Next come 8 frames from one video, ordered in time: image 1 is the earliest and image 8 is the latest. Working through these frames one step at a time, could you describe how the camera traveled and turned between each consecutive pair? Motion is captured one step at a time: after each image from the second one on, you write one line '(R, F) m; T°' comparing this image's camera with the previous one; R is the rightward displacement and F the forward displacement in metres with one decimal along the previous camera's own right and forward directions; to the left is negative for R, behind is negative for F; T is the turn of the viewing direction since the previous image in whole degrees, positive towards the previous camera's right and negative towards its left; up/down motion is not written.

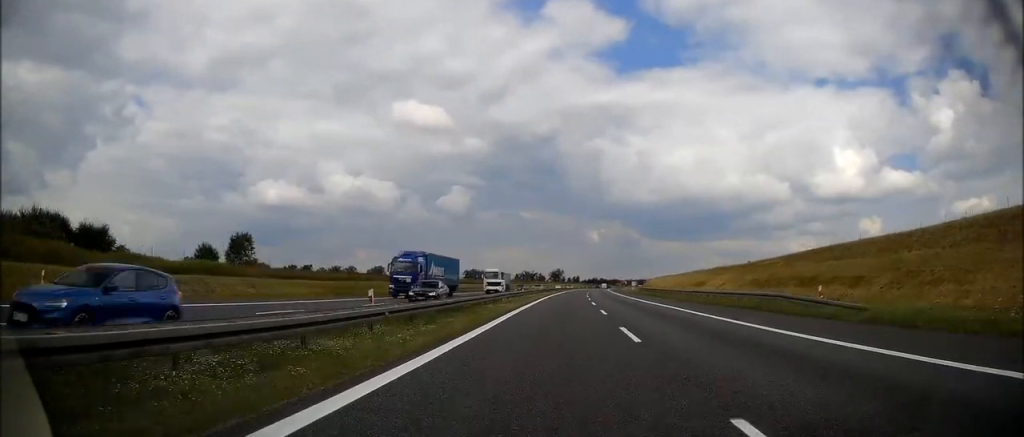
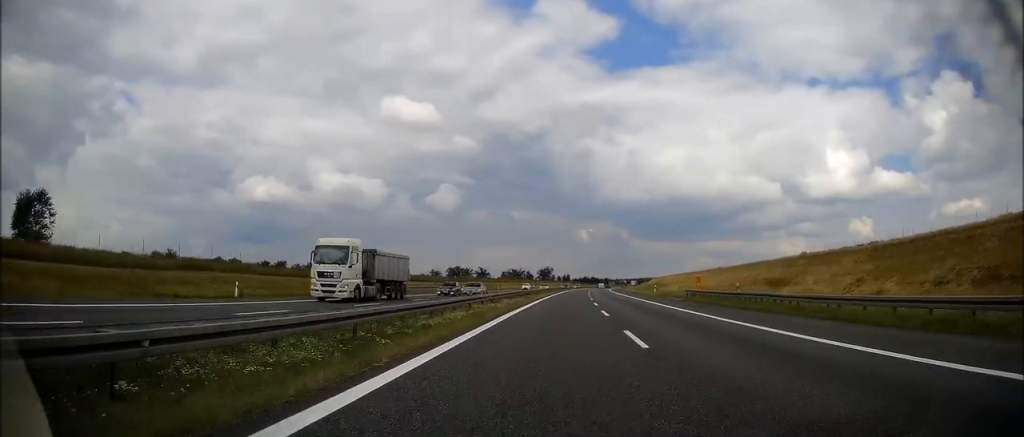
(+0.4, +37.3) m; +1°
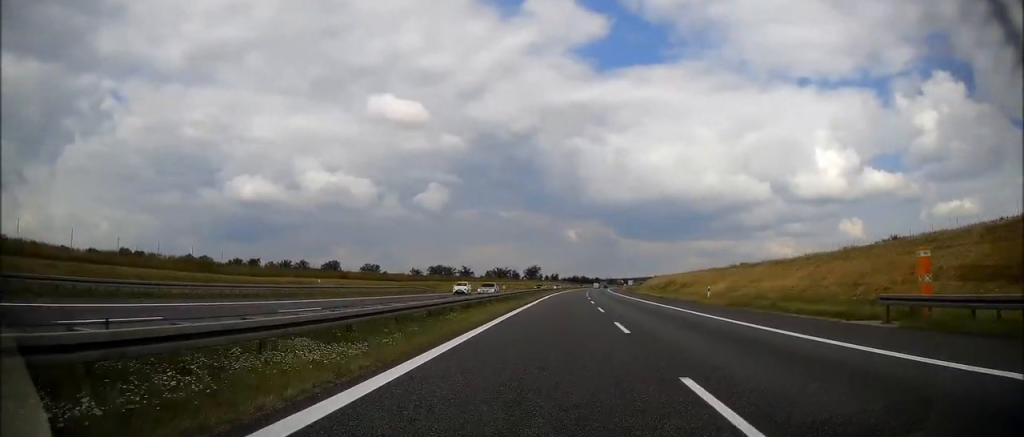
(+0.1, +32.4) m; +1°
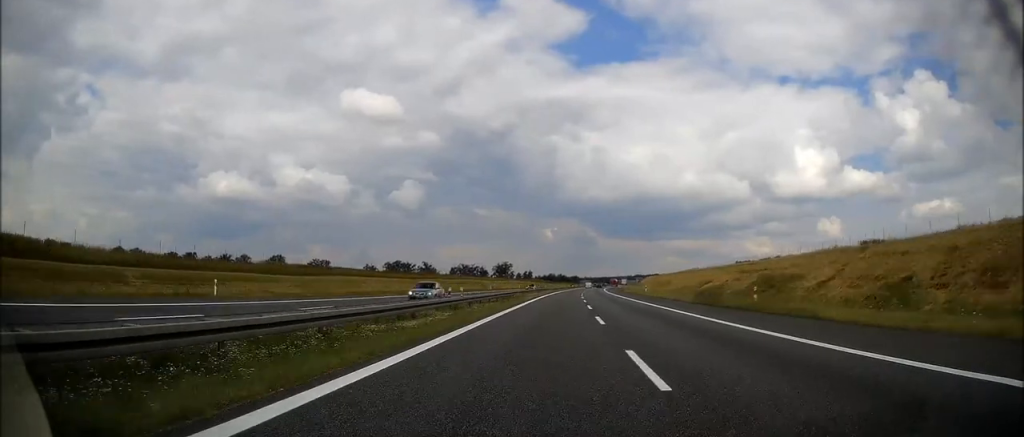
(+1.7, +68.5) m; +2°
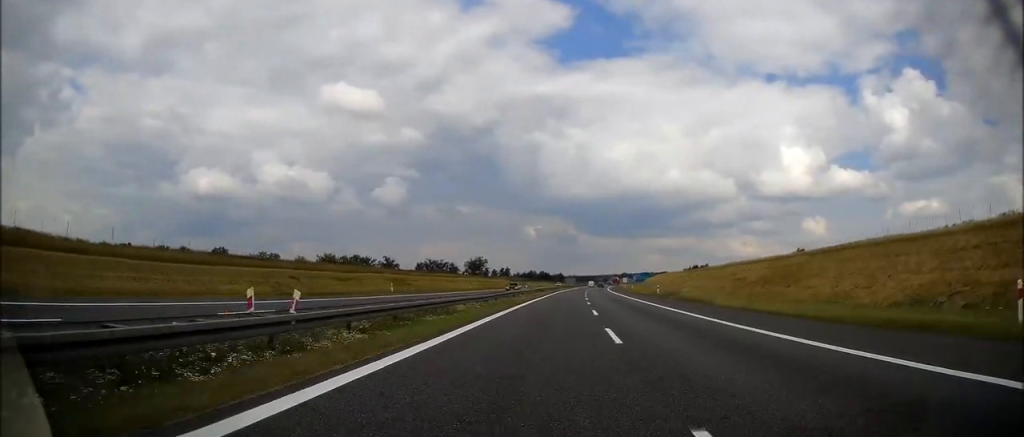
(+1.0, +66.3) m; +2°
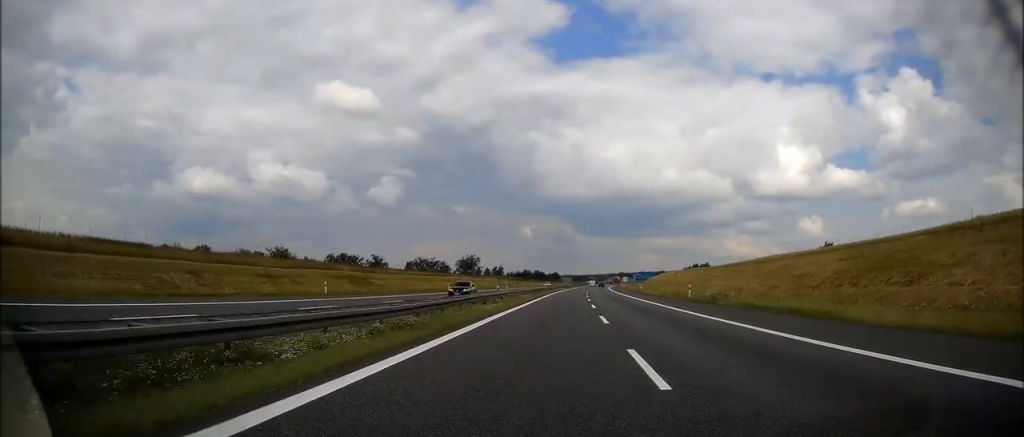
(+0.1, +17.6) m; +1°
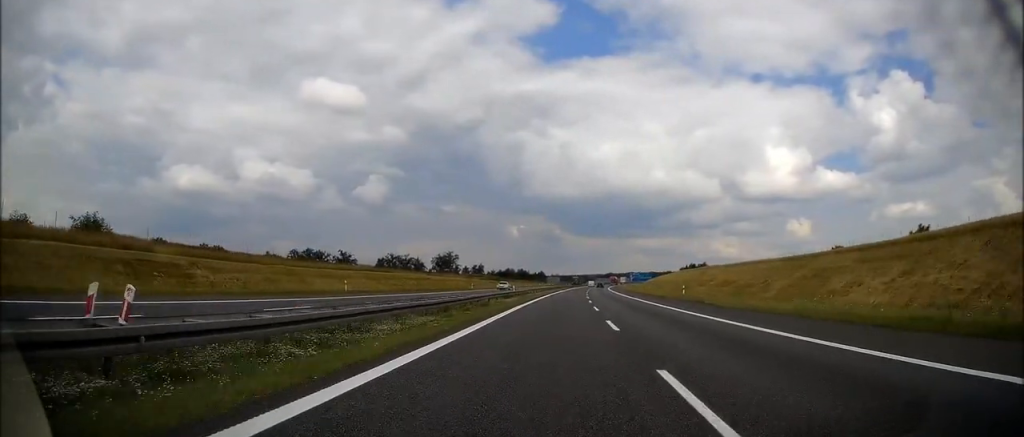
(+0.4, +39.0) m; +1°
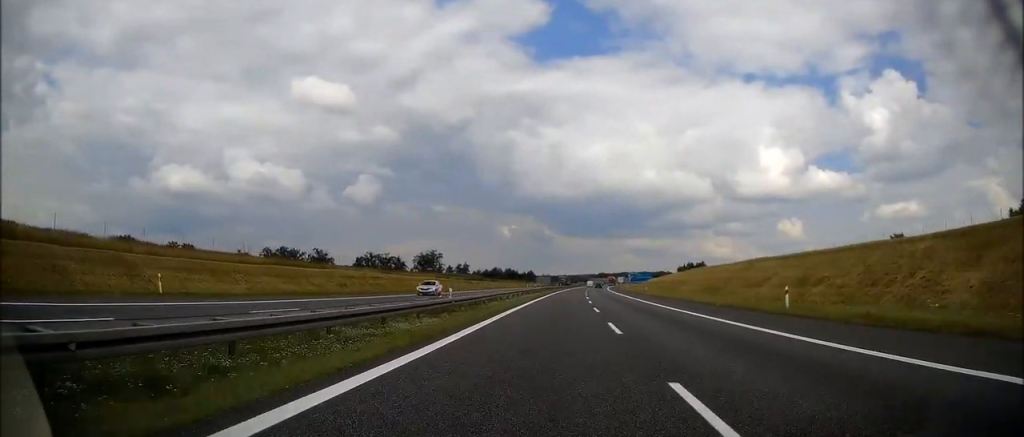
(0.0, +25.1) m; +1°
